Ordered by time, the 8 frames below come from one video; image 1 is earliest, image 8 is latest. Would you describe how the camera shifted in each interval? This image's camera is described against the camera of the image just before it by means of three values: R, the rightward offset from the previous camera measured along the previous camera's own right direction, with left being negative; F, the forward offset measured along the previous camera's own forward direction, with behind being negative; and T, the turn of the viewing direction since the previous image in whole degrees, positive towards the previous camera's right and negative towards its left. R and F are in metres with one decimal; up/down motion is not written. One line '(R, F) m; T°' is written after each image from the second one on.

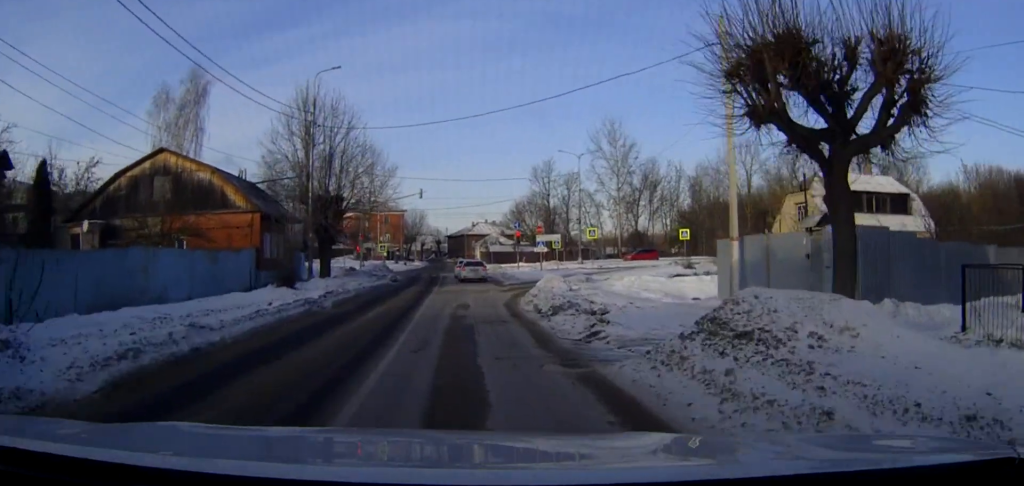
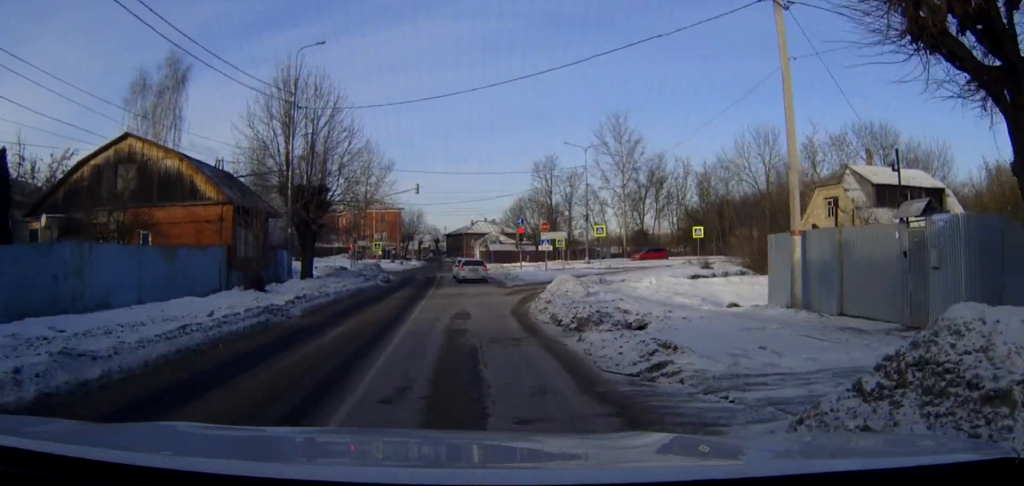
(0.0, +4.5) m; 0°
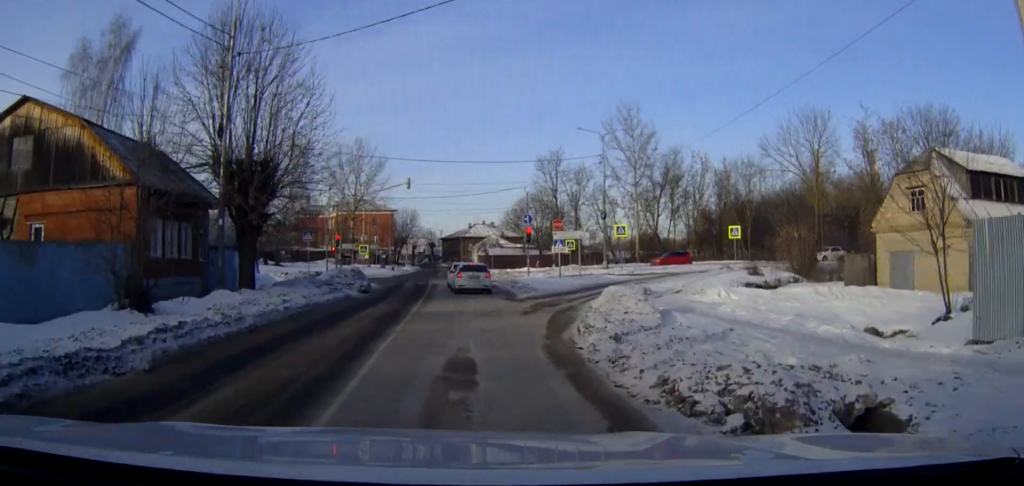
(-0.1, +9.8) m; 0°
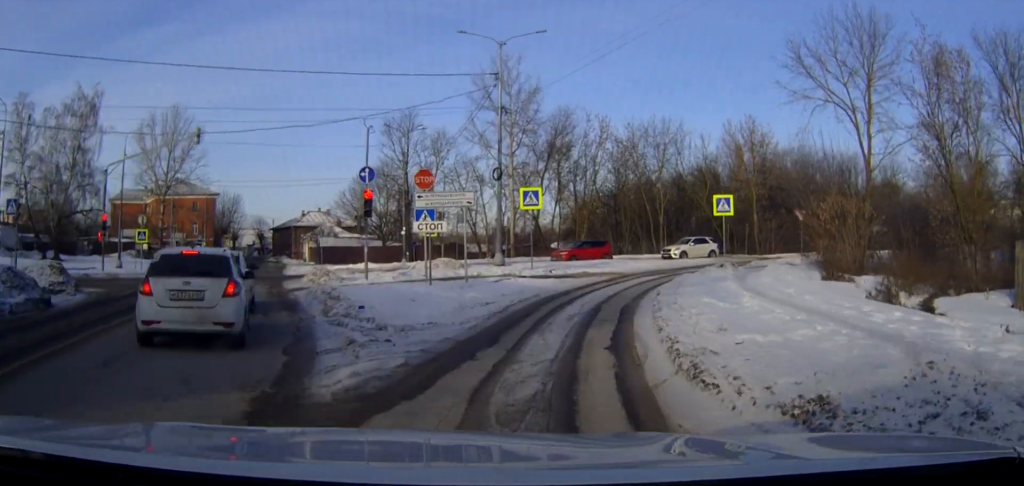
(+1.6, +24.2) m; +10°
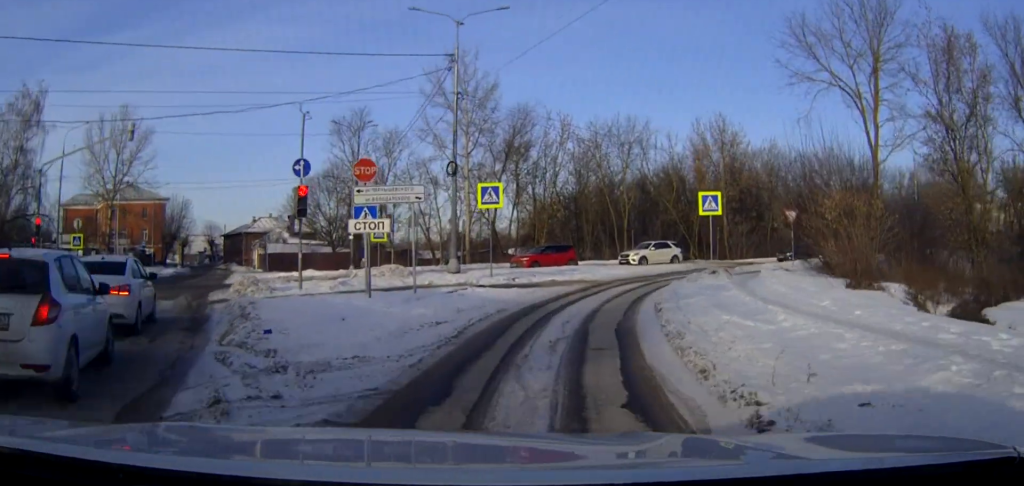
(0.0, +4.3) m; +3°
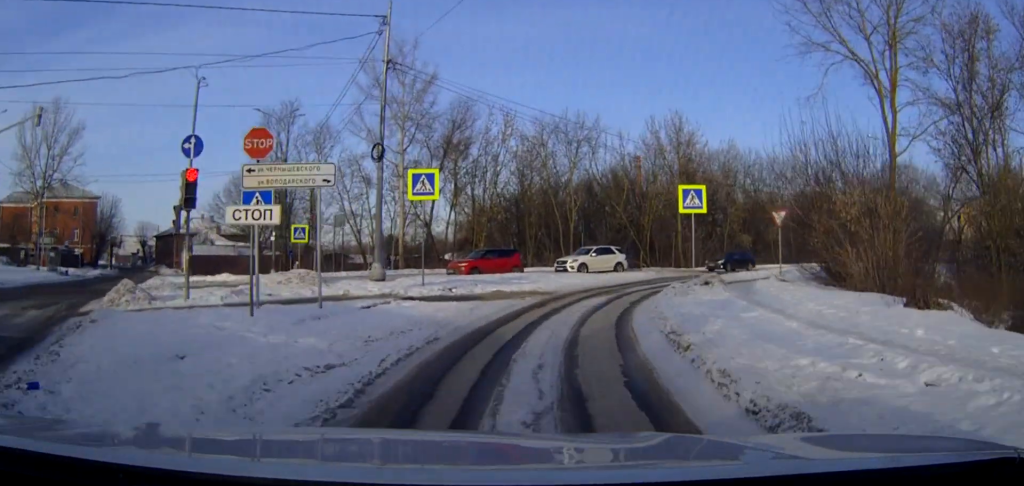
(+0.3, +5.4) m; +4°
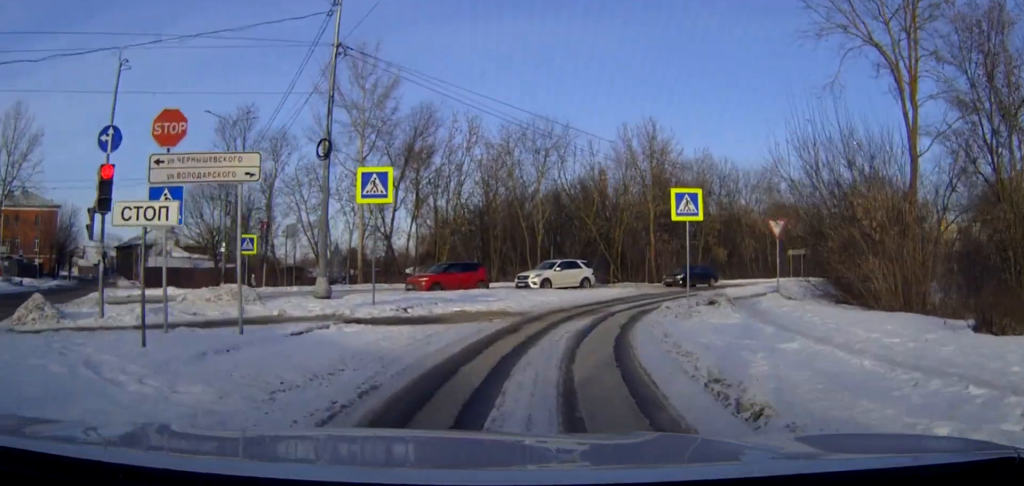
(+0.1, +3.3) m; +3°
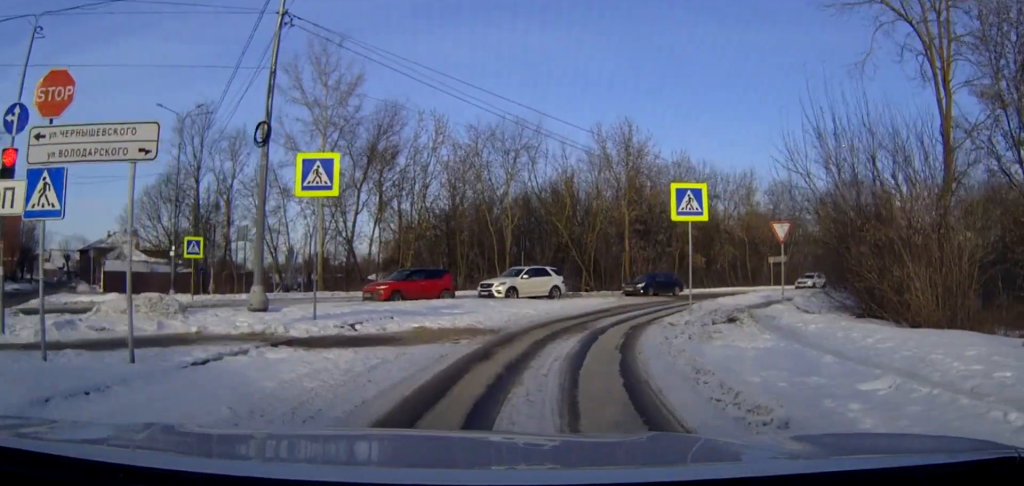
(+0.1, +3.3) m; +3°
